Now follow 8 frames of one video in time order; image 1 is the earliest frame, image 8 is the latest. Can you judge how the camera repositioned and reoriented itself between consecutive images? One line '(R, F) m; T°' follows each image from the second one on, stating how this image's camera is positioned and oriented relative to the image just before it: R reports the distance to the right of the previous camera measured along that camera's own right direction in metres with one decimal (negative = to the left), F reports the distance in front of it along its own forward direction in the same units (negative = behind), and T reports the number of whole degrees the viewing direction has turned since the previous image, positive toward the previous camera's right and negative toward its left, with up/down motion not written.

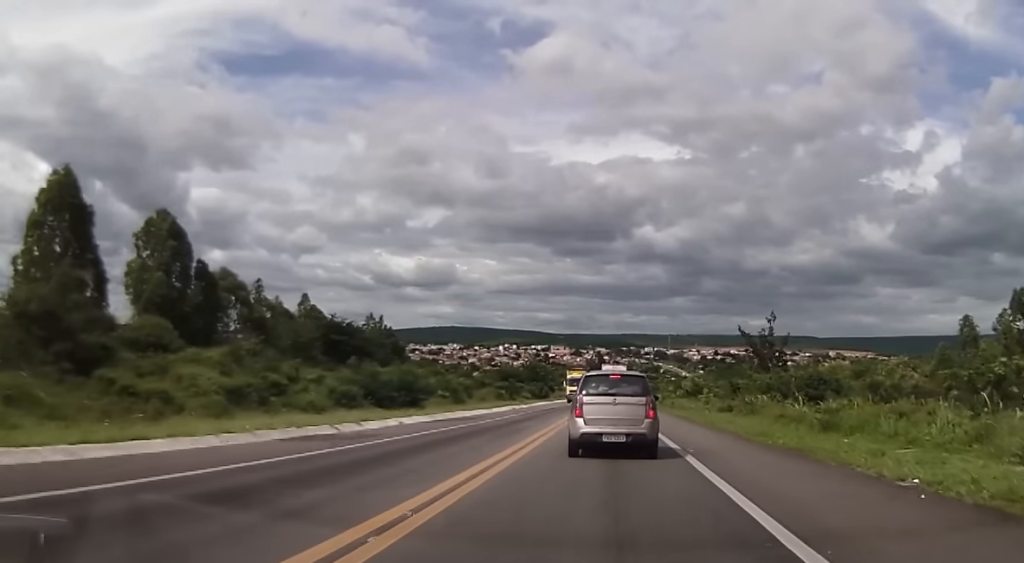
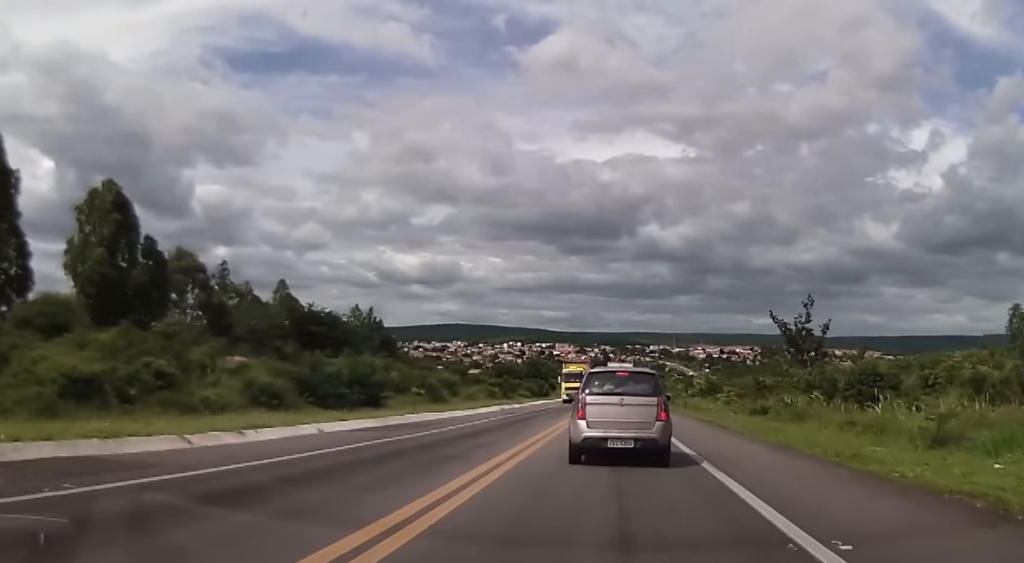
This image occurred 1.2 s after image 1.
(-0.1, +9.8) m; -2°
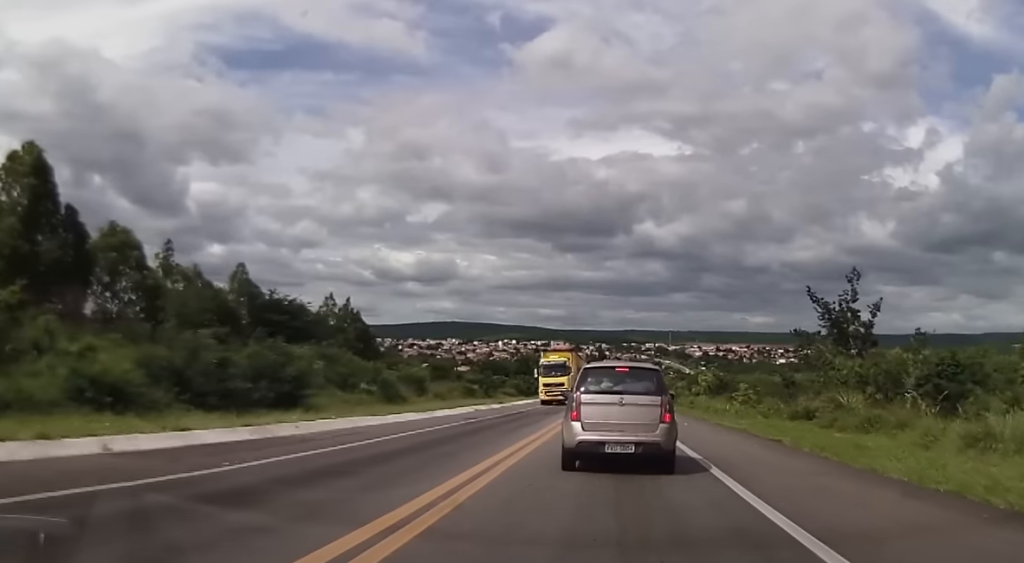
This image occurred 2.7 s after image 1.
(-0.4, +11.9) m; -2°
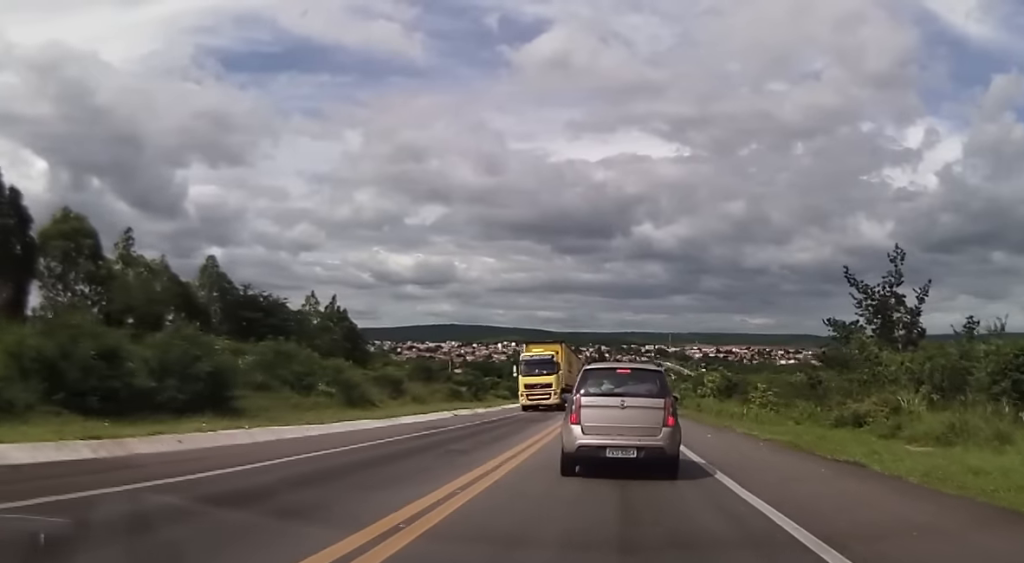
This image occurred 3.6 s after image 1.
(0.0, +7.7) m; +1°
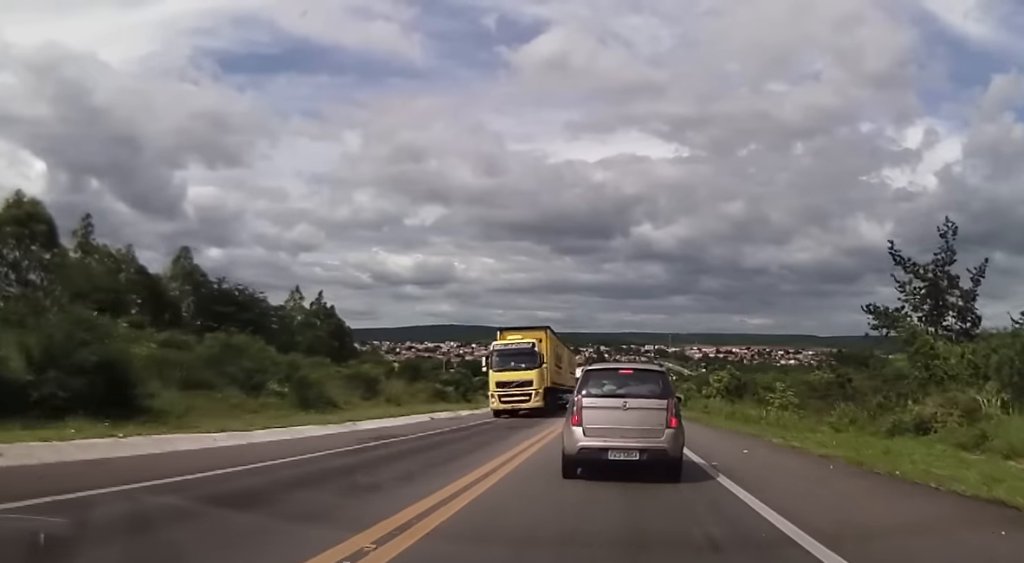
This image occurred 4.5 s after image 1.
(+0.2, +6.5) m; 0°
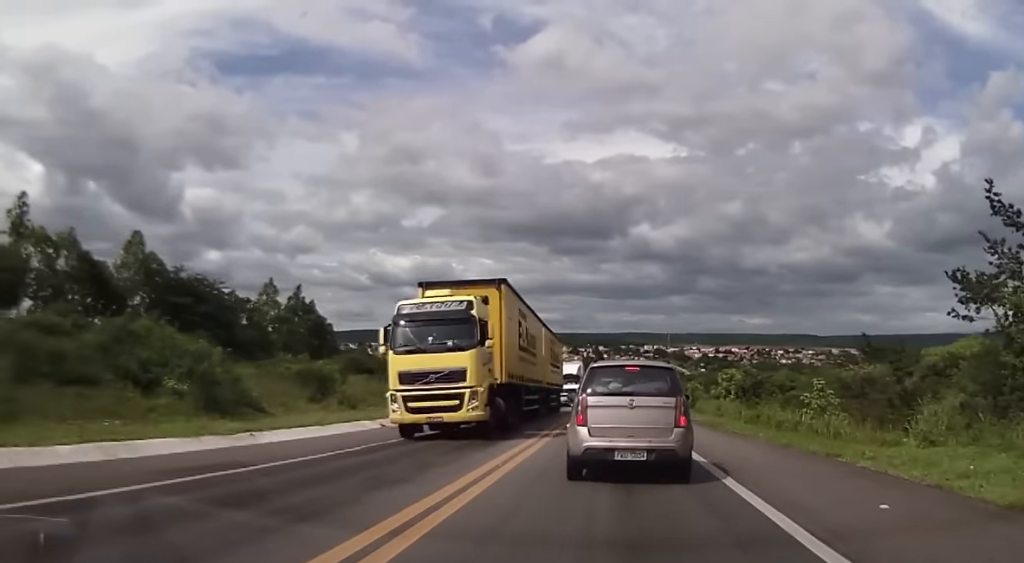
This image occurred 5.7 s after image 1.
(-0.2, +8.4) m; +1°
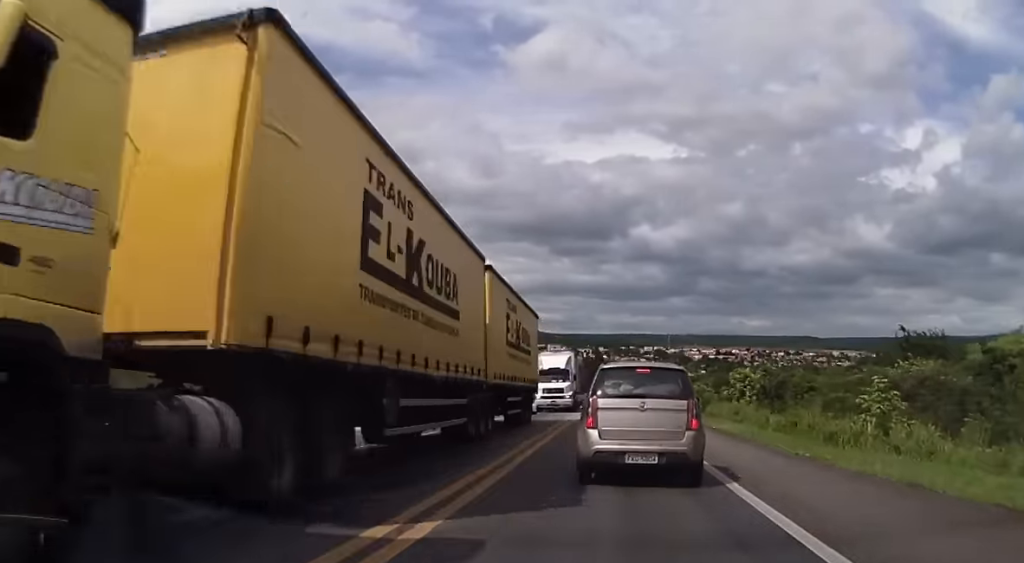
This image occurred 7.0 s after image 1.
(+0.4, +8.7) m; +1°
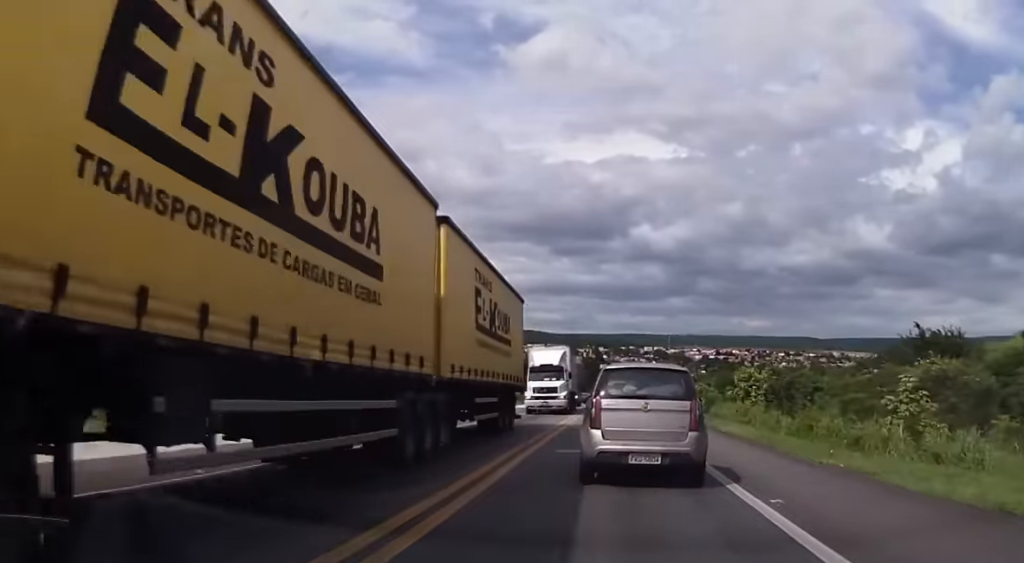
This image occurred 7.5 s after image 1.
(+0.2, +2.9) m; -2°
